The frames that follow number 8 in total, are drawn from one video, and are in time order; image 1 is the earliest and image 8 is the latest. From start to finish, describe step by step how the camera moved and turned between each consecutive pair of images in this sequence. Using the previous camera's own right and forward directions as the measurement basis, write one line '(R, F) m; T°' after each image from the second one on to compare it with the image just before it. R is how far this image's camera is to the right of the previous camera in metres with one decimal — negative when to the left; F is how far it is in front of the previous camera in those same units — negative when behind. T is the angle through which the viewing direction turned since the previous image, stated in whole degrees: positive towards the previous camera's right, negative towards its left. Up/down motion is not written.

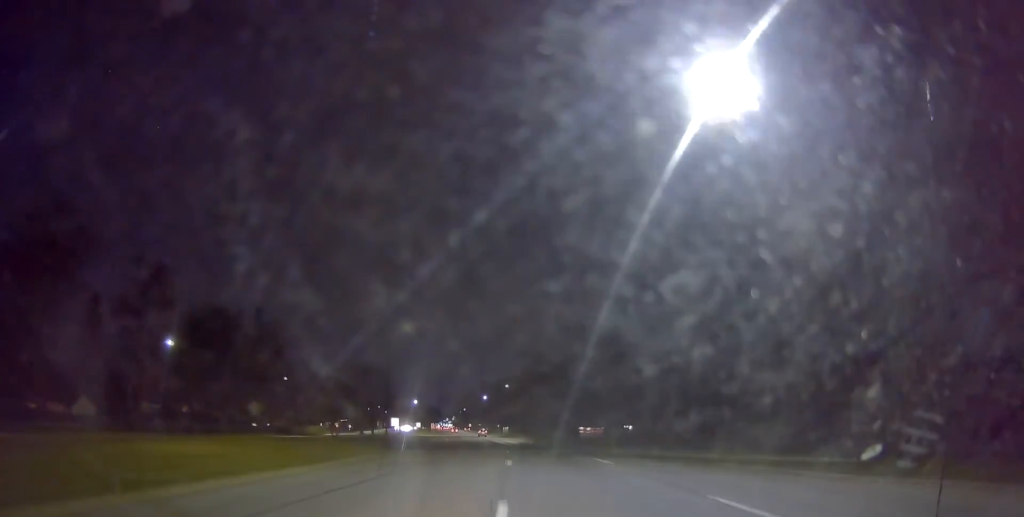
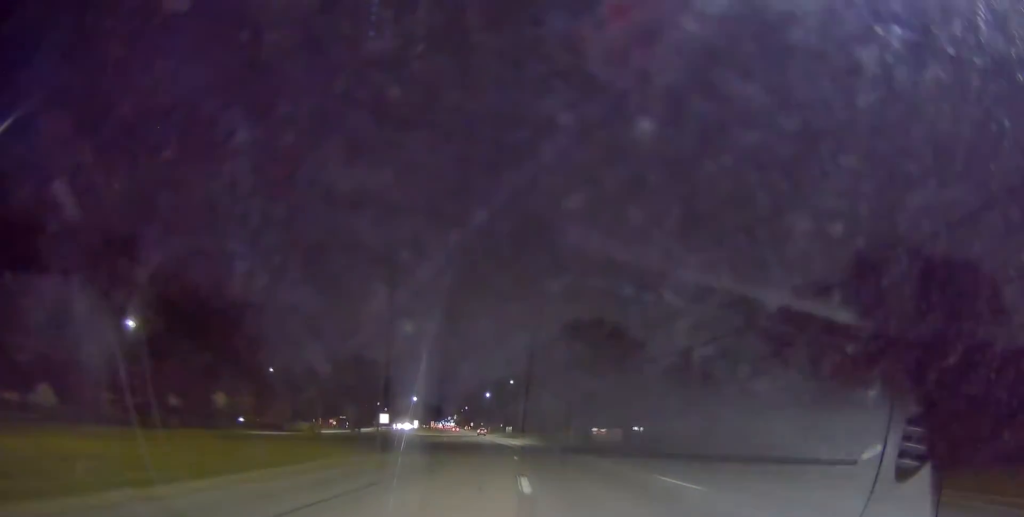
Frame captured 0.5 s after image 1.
(-0.2, +9.2) m; 0°
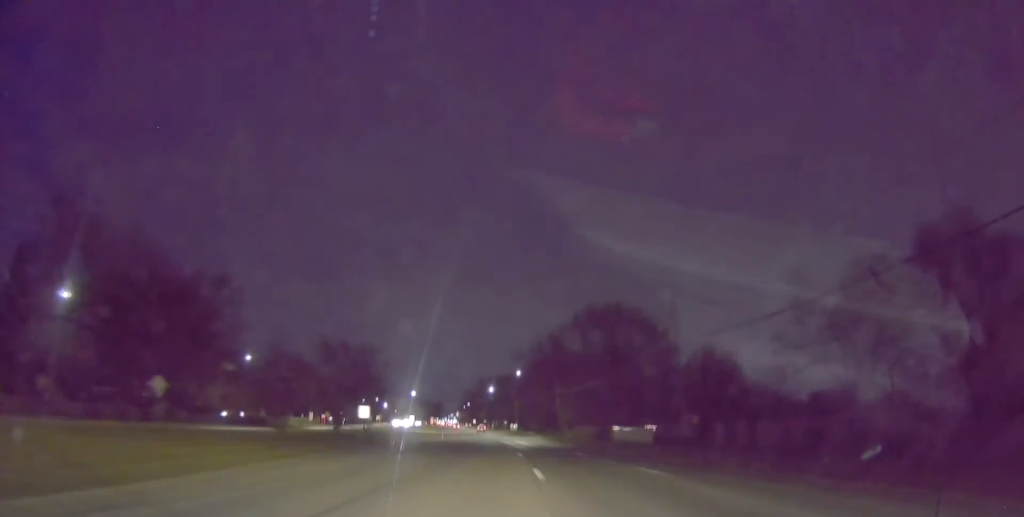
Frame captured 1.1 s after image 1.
(+0.2, +12.0) m; +1°
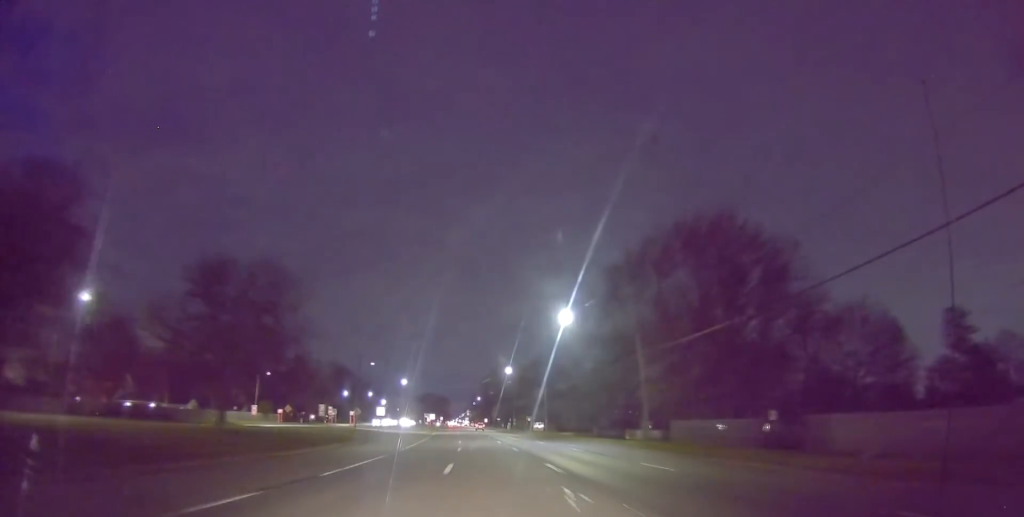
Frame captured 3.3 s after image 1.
(-0.5, +45.4) m; -3°
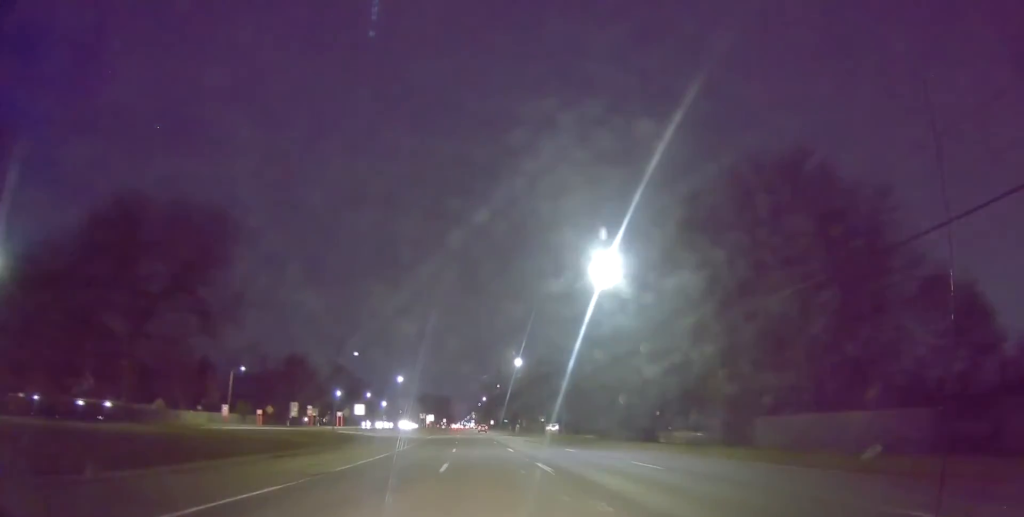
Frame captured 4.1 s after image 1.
(-0.3, +15.0) m; 0°
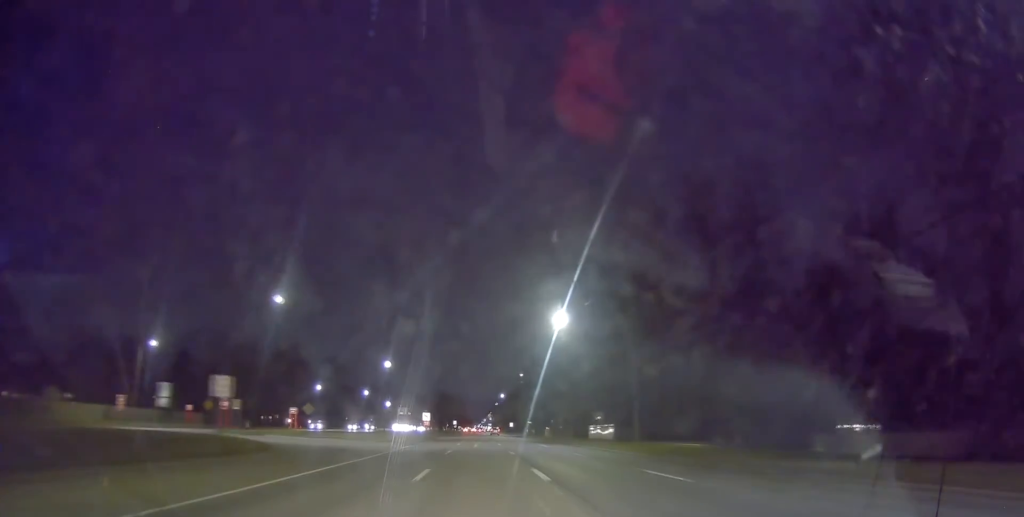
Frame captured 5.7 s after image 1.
(+0.6, +33.3) m; 0°
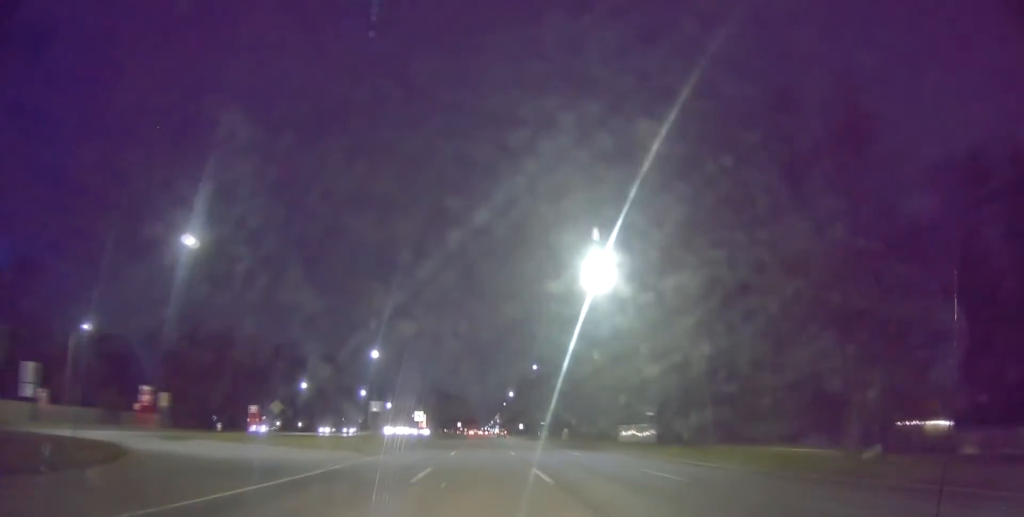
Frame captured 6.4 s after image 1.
(-0.4, +15.0) m; -2°
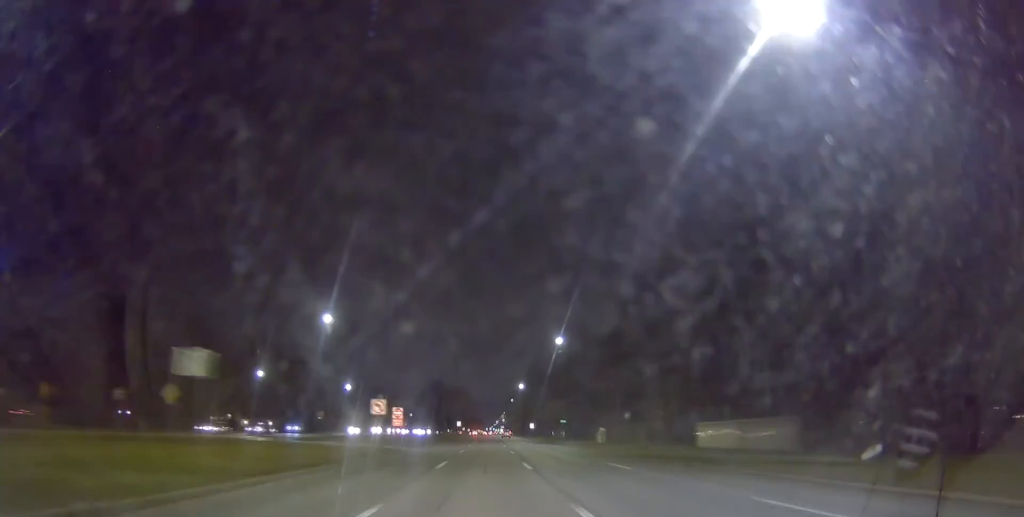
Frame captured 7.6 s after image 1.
(0.0, +24.9) m; 0°
